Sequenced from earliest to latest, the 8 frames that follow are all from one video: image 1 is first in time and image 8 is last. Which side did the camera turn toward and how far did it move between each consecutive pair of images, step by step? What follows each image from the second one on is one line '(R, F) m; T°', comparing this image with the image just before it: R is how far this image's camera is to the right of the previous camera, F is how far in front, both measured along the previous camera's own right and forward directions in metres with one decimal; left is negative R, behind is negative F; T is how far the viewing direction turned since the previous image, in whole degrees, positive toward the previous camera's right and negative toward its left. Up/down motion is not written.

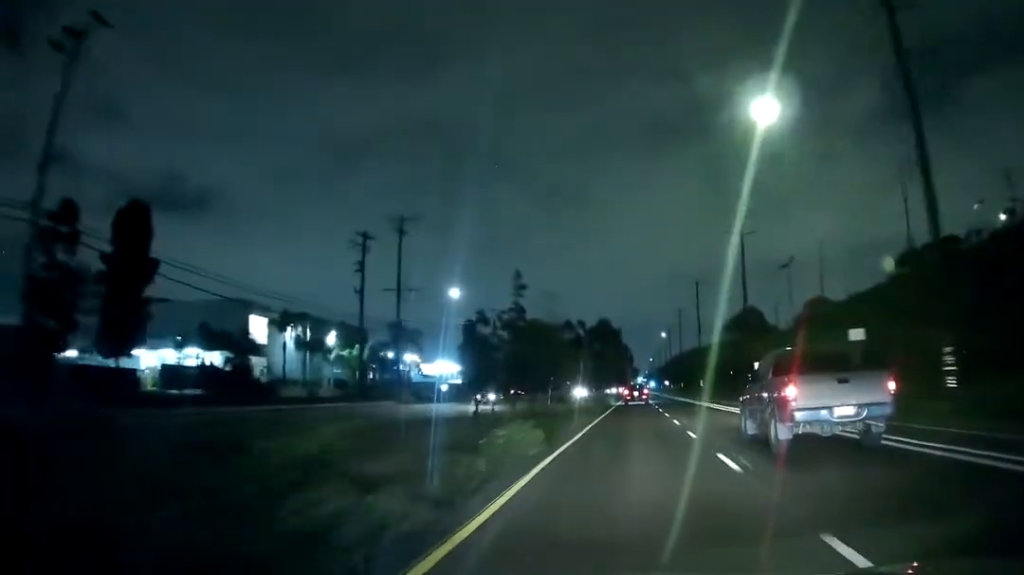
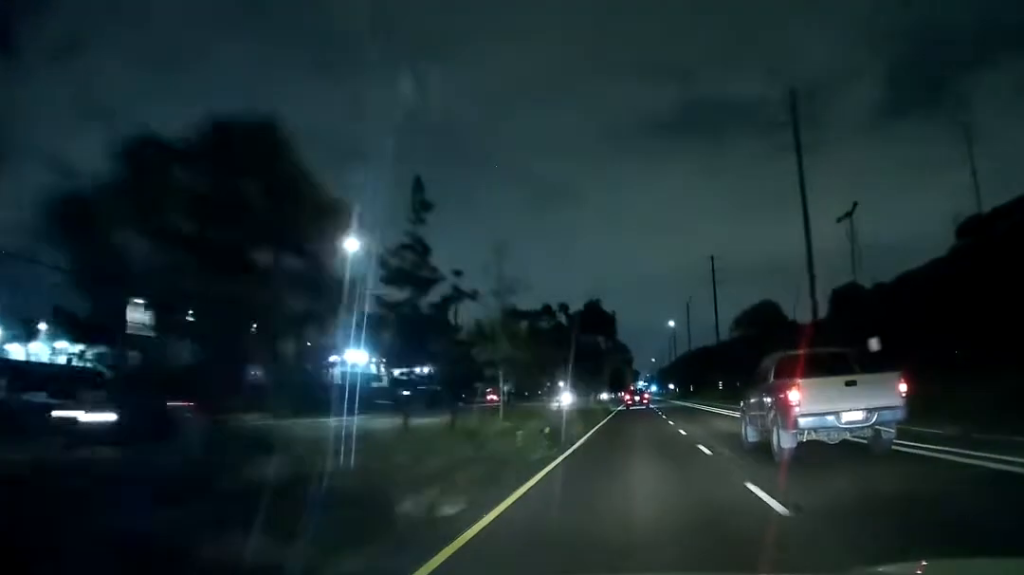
(+0.1, +25.8) m; 0°
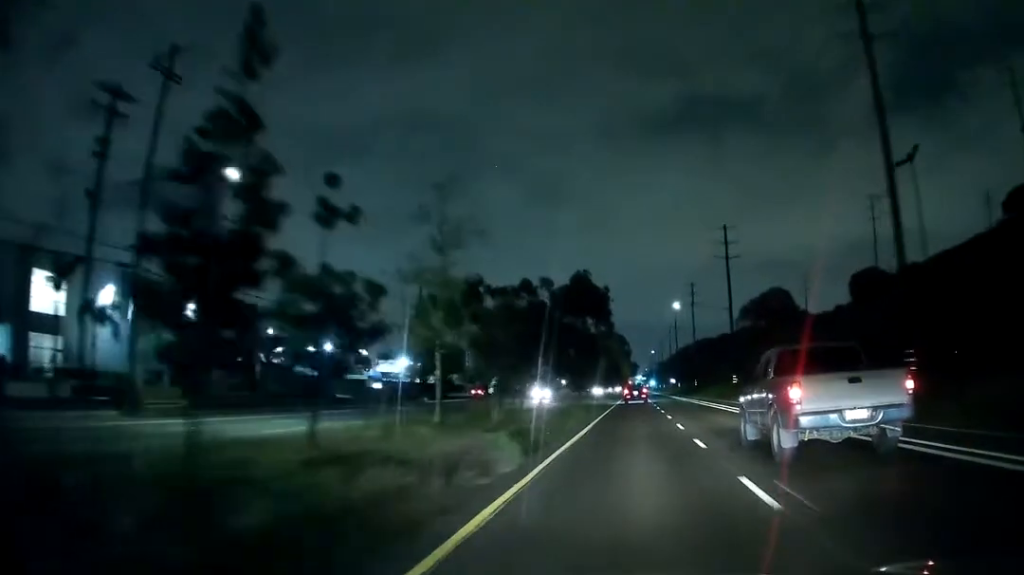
(-0.1, +14.8) m; -1°
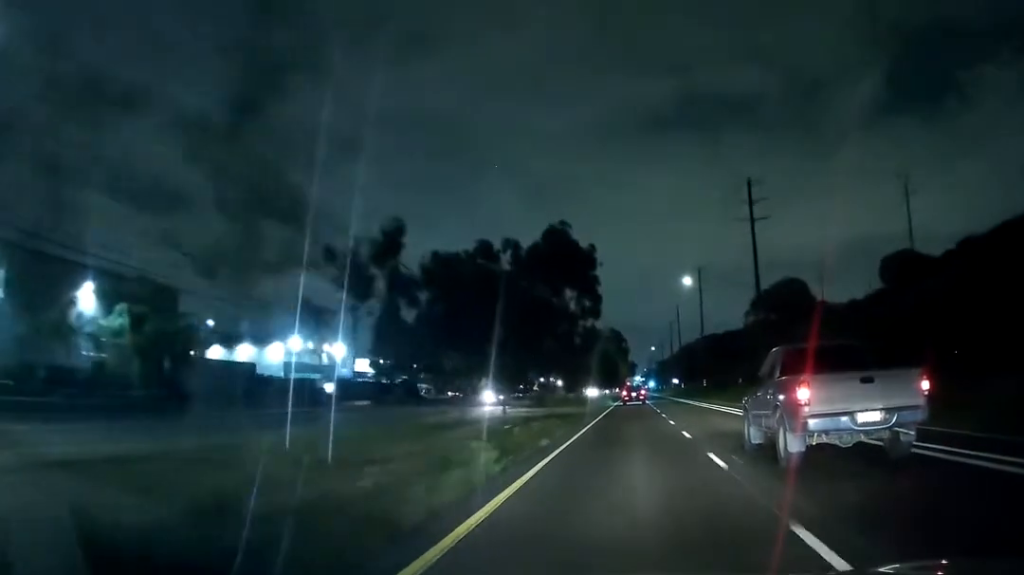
(0.0, +18.4) m; 0°
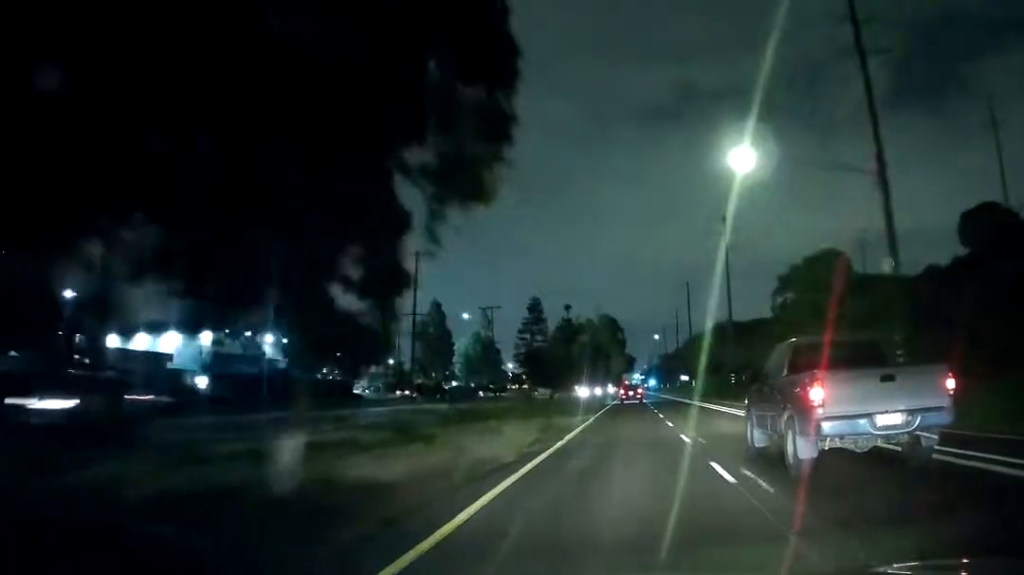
(0.0, +31.1) m; -1°
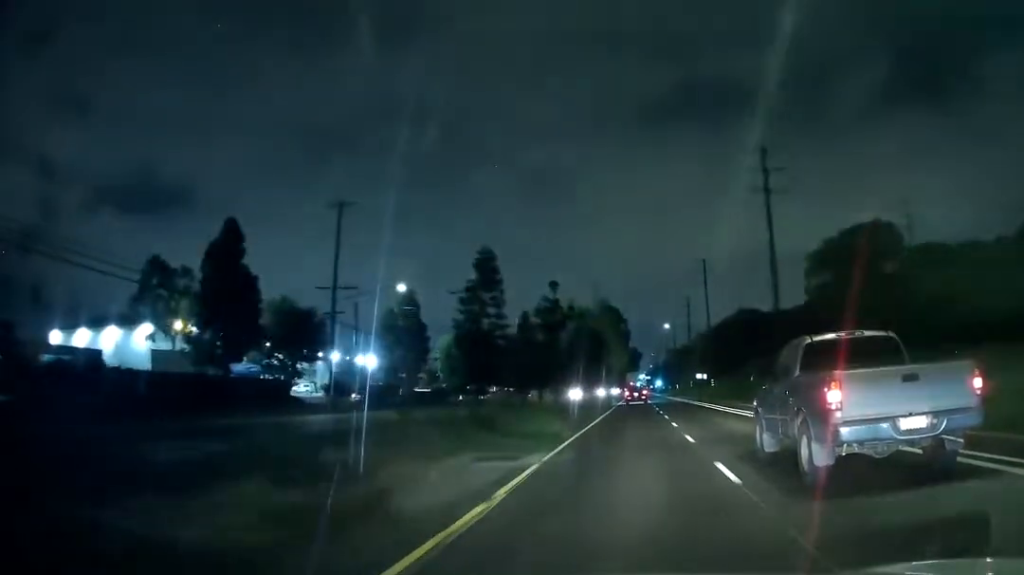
(-0.2, +21.9) m; 0°
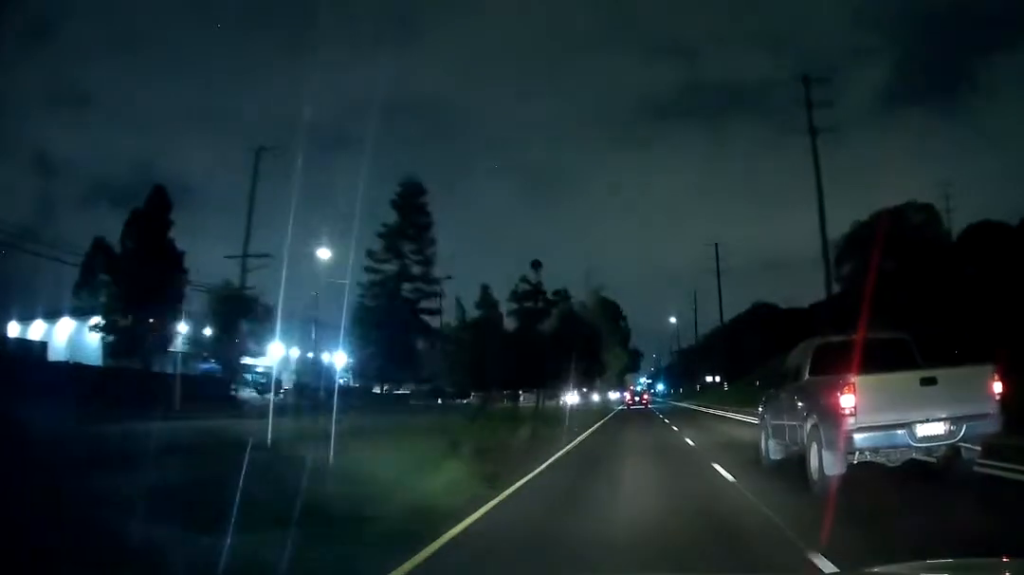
(+0.1, +13.4) m; 0°
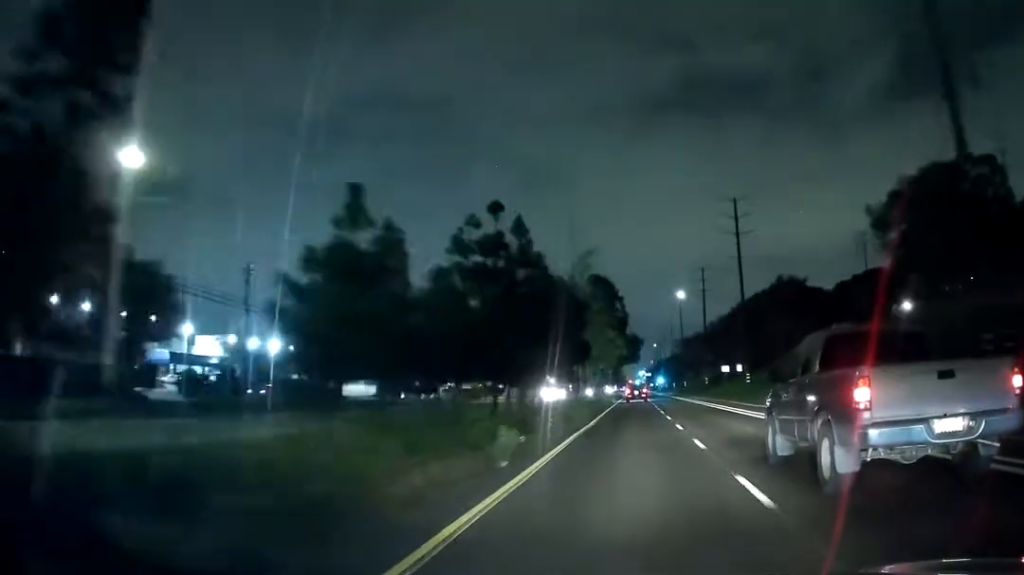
(0.0, +17.4) m; -1°
